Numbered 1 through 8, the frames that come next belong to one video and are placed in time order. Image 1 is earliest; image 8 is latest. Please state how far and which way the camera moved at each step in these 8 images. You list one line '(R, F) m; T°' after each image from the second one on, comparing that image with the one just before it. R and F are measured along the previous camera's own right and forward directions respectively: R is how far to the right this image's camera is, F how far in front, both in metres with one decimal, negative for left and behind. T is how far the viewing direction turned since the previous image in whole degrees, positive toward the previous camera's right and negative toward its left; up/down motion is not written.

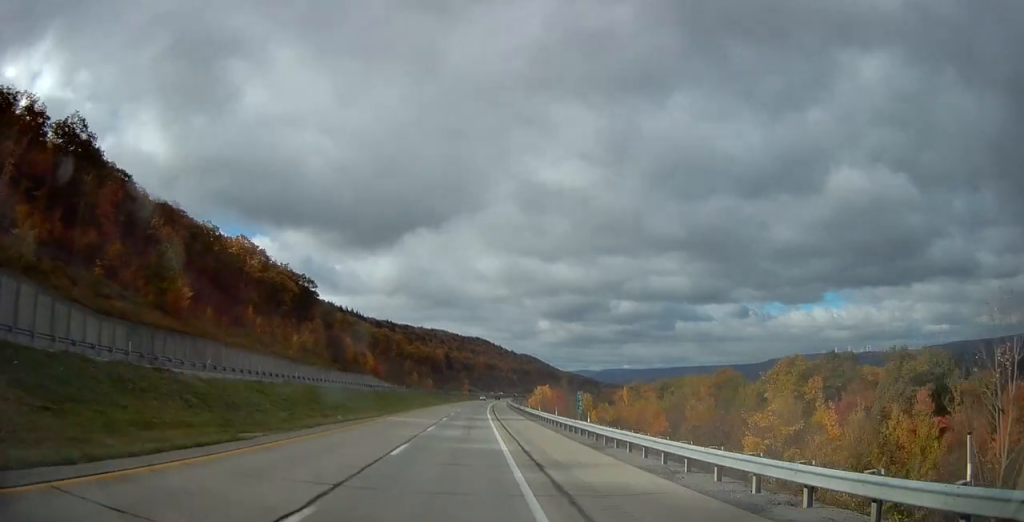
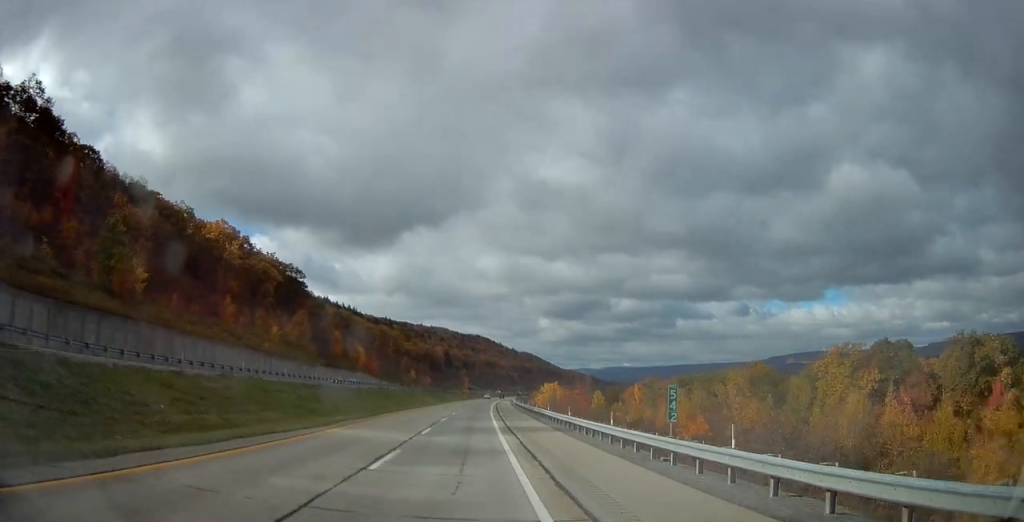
(0.0, +15.9) m; 0°
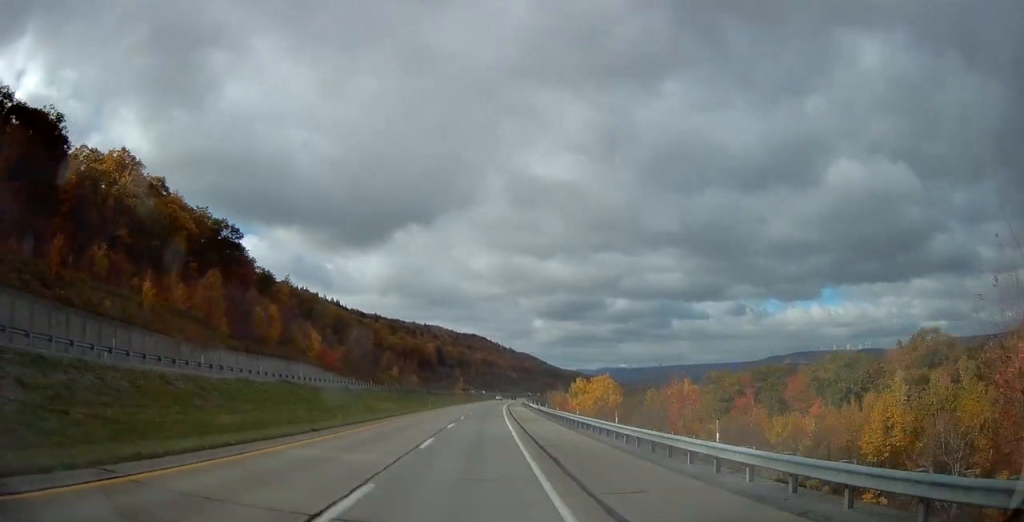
(+0.3, +54.2) m; 0°
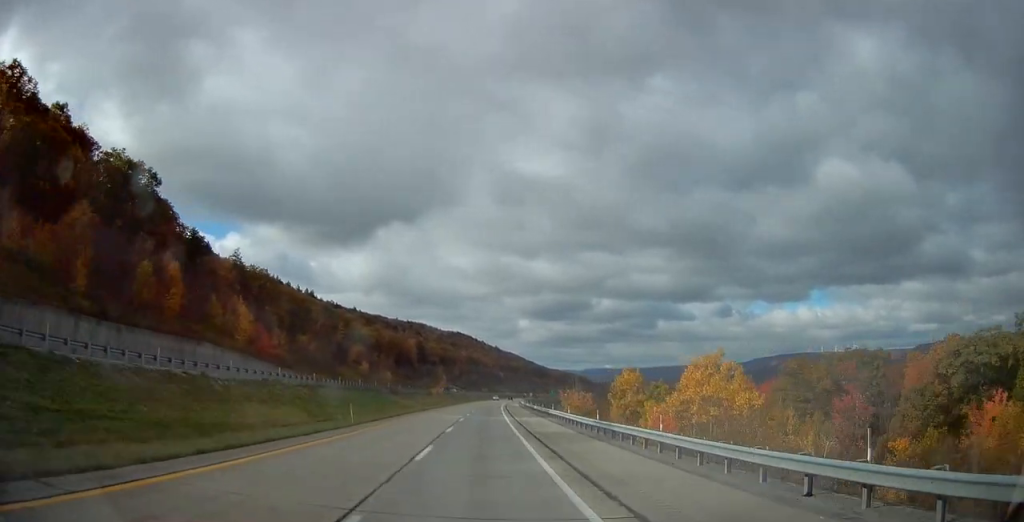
(0.0, +40.3) m; +1°
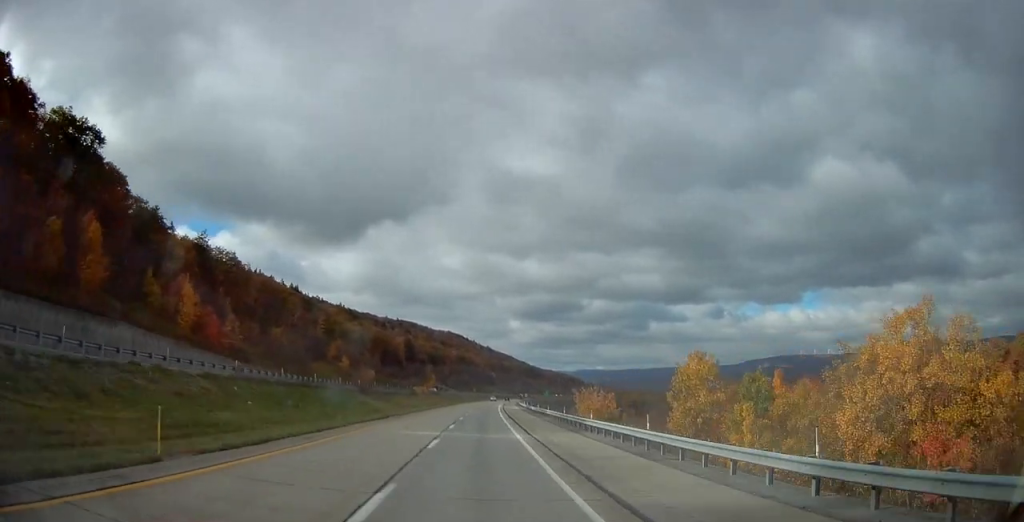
(+0.3, +21.3) m; +1°
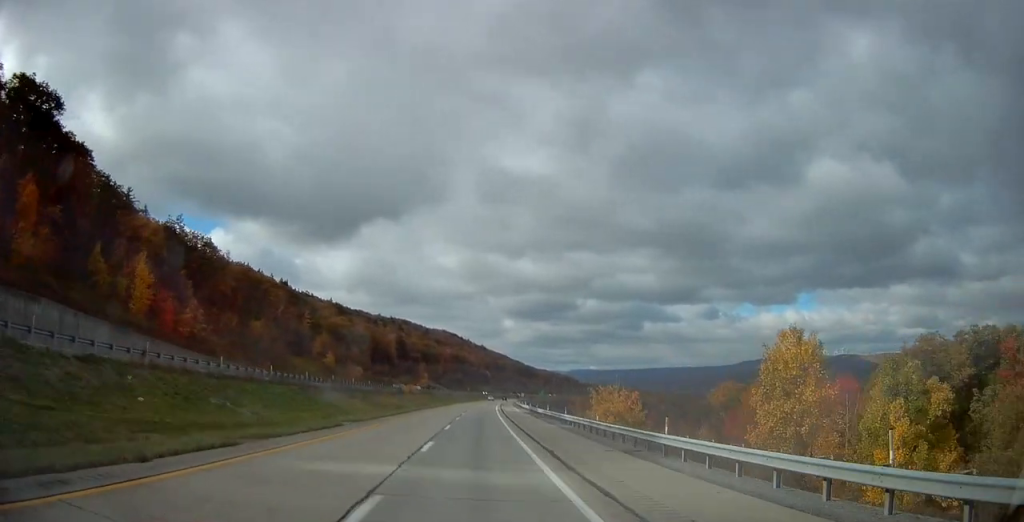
(0.0, +13.8) m; +1°
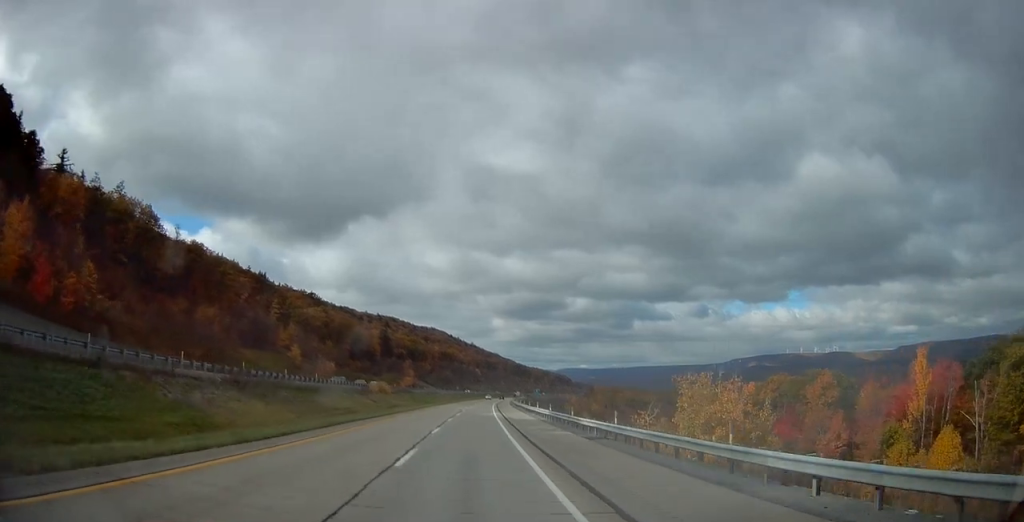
(+0.3, +28.6) m; +1°
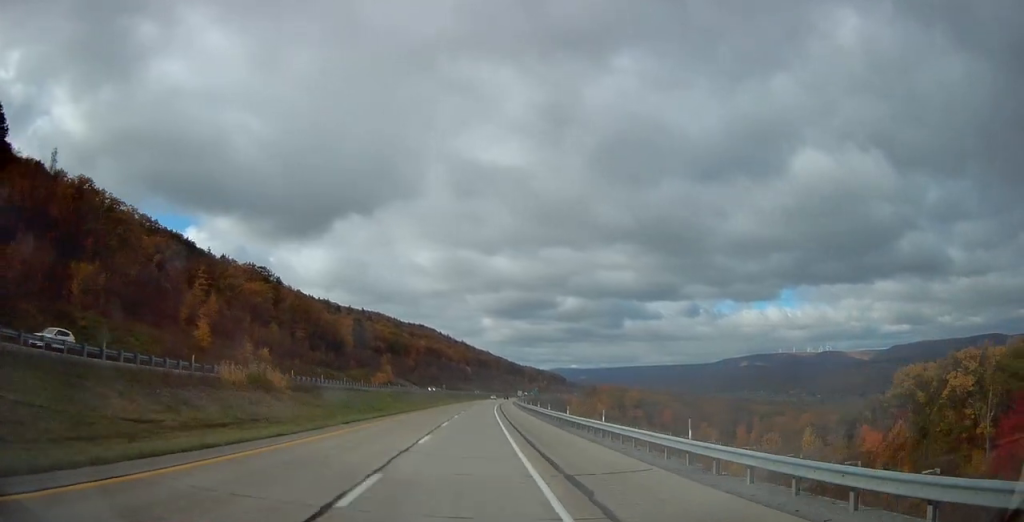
(+0.6, +54.8) m; +1°
